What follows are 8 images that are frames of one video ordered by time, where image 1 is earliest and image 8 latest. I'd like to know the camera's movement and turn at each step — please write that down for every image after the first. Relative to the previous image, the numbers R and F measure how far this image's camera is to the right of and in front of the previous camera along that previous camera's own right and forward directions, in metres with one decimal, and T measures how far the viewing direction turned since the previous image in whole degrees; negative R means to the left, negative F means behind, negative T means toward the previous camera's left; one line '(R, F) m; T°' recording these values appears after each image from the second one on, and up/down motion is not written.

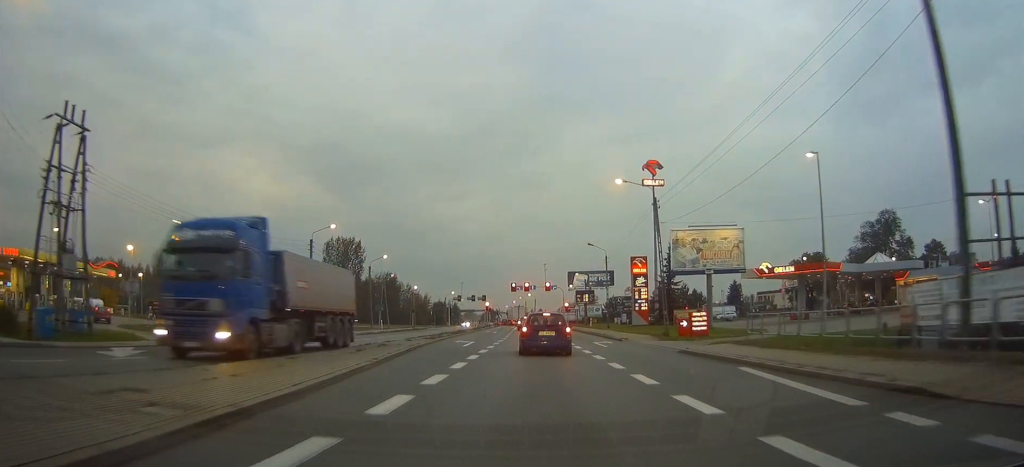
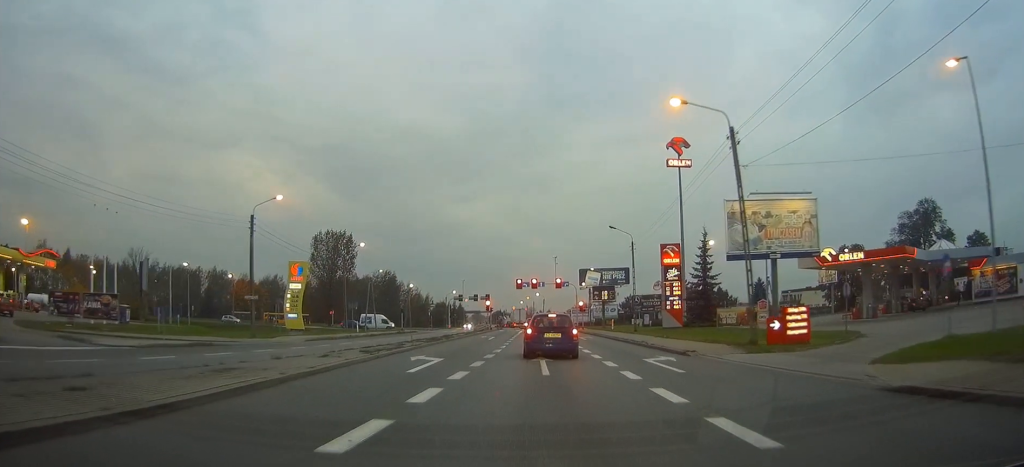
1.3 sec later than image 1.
(-0.1, +14.5) m; -1°
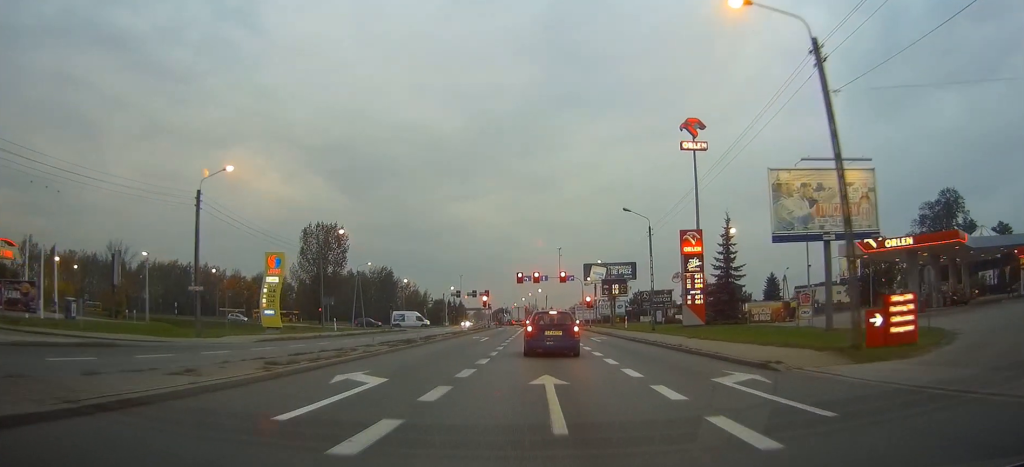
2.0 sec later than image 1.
(0.0, +8.0) m; 0°
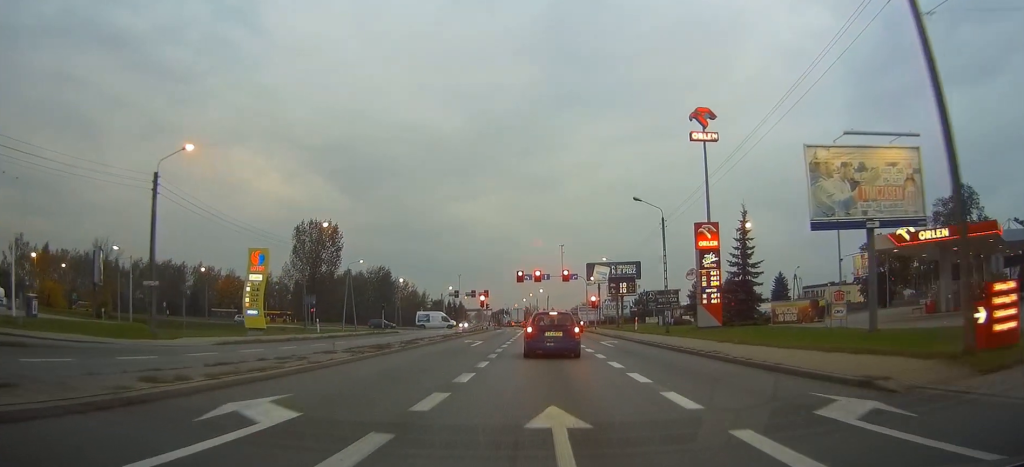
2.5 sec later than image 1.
(0.0, +5.0) m; 0°
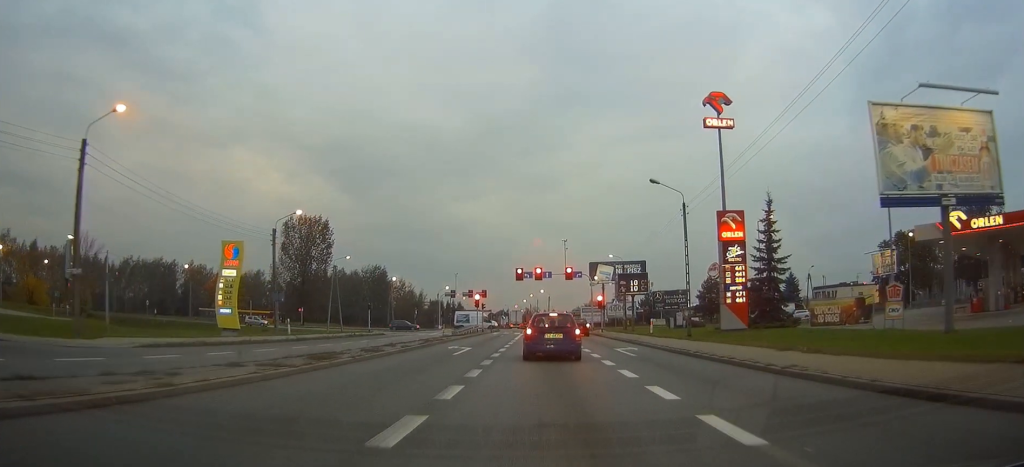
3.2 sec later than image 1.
(0.0, +6.5) m; 0°
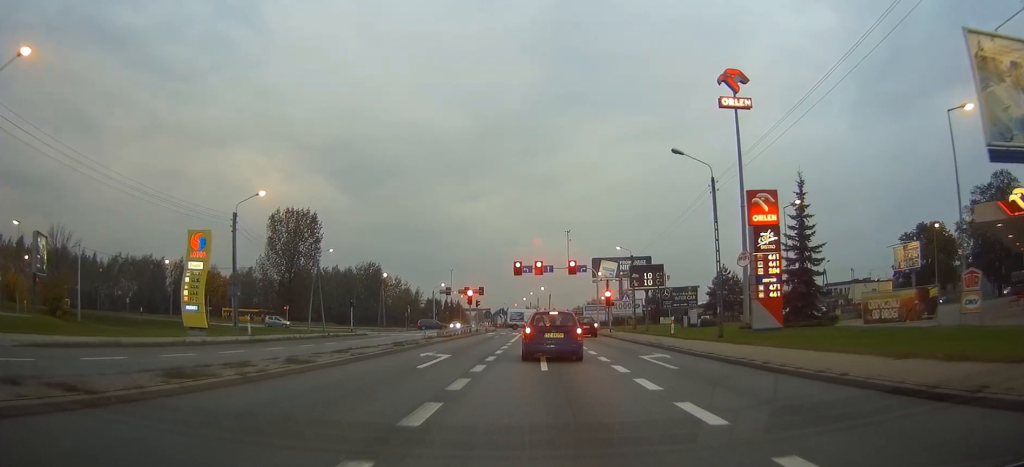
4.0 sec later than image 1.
(0.0, +6.6) m; -1°
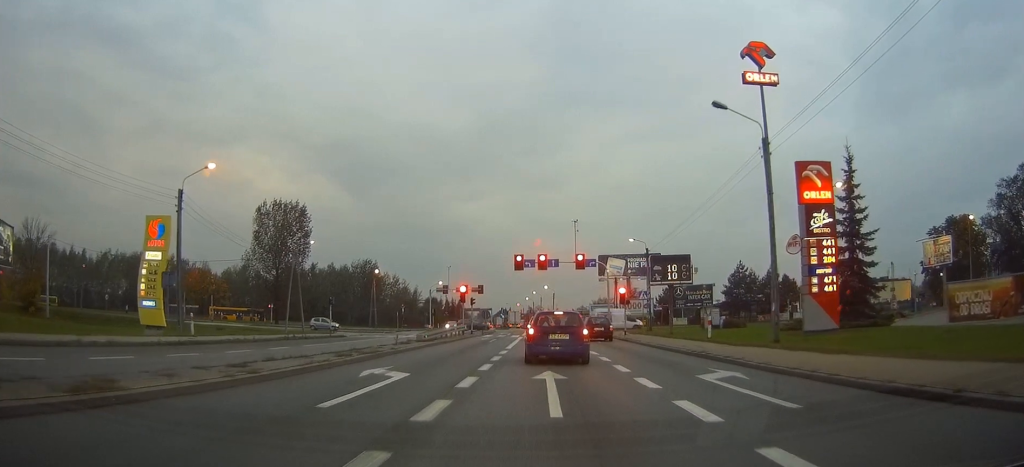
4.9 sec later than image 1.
(0.0, +7.3) m; 0°
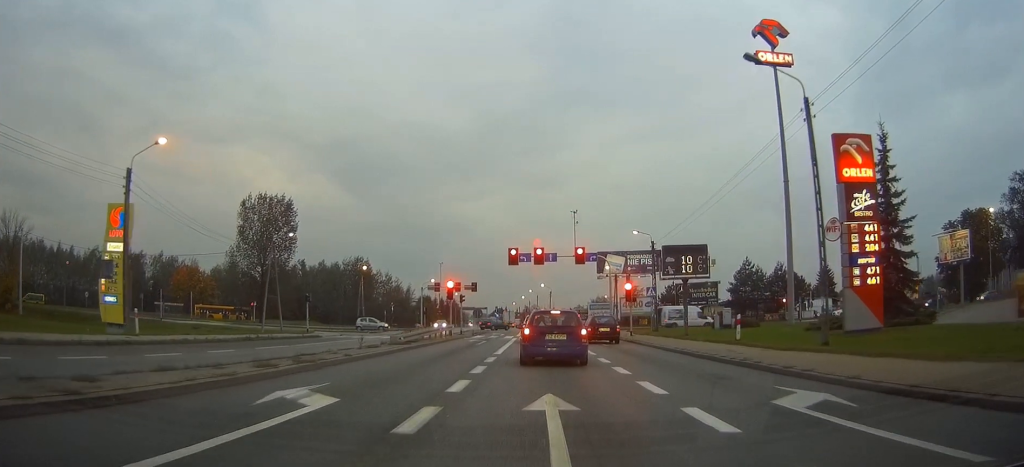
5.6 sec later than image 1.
(0.0, +5.0) m; 0°
